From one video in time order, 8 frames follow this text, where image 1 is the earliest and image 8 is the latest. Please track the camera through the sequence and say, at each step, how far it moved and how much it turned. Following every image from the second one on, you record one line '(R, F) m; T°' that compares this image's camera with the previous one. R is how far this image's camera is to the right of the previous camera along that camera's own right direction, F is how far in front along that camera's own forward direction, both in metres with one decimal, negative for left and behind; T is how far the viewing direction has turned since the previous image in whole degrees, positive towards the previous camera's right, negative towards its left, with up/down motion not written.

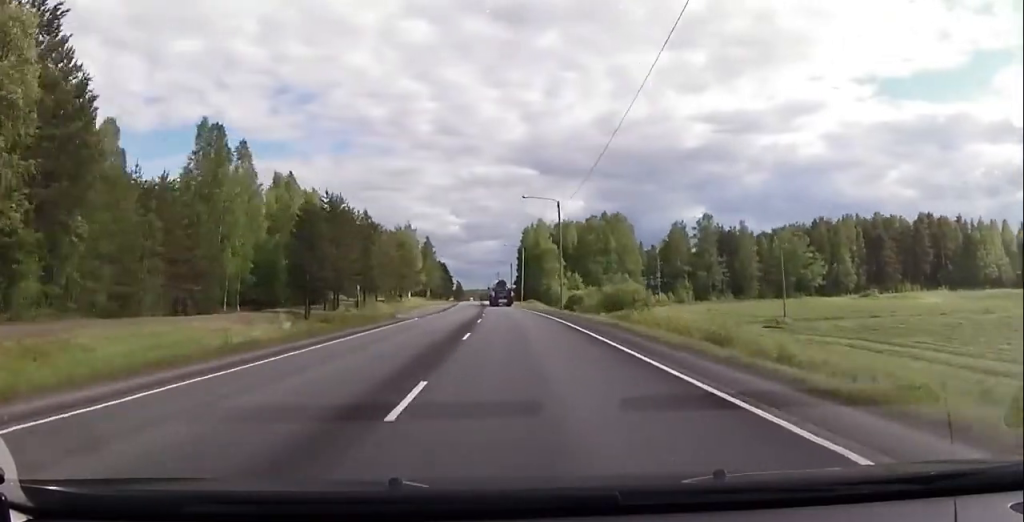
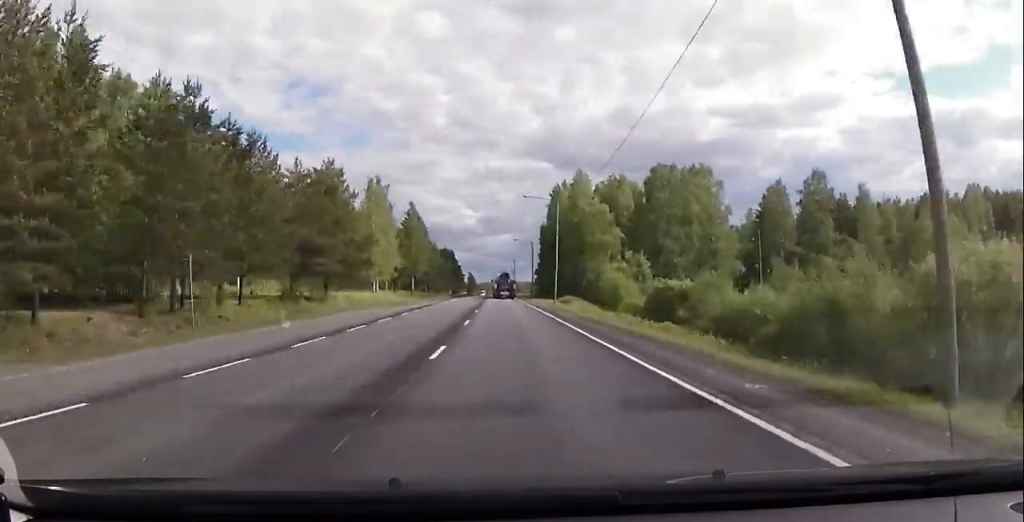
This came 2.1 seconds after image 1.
(-0.7, +53.8) m; -1°
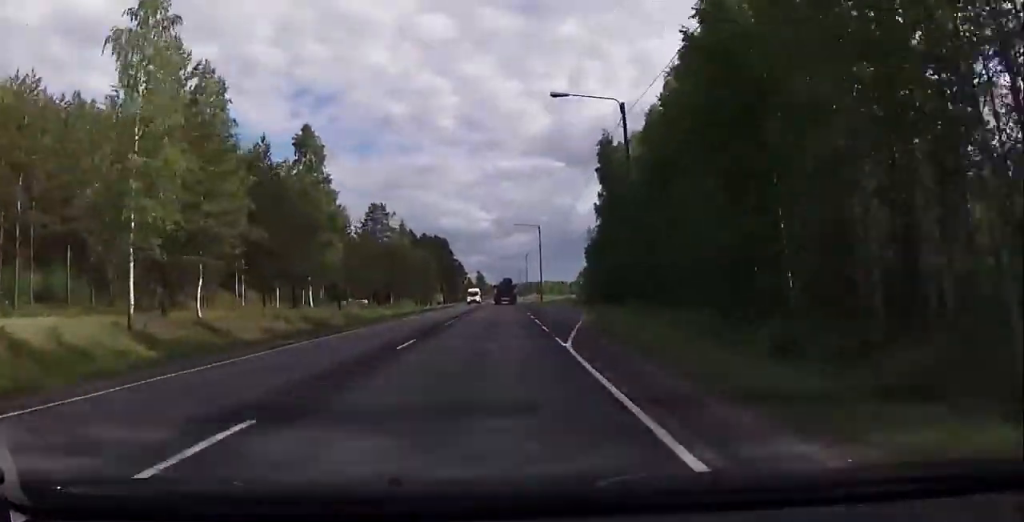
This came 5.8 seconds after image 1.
(-0.4, +91.9) m; 0°
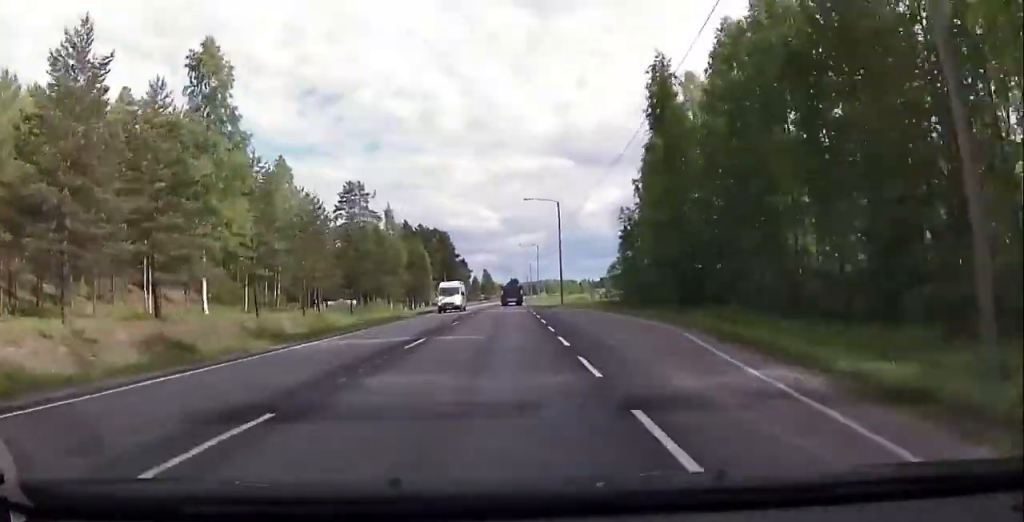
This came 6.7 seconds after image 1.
(+0.9, +23.3) m; -1°
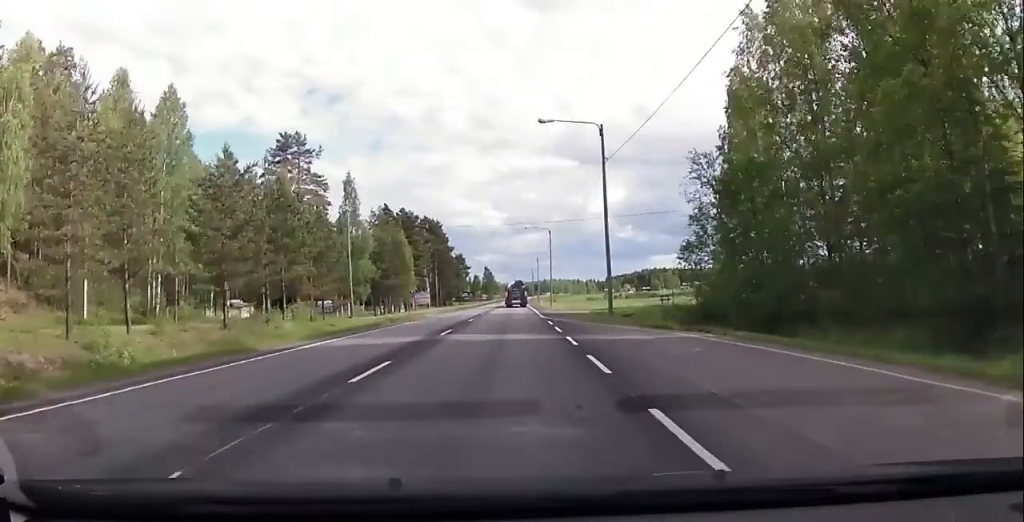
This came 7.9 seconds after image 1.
(-0.5, +29.9) m; -1°
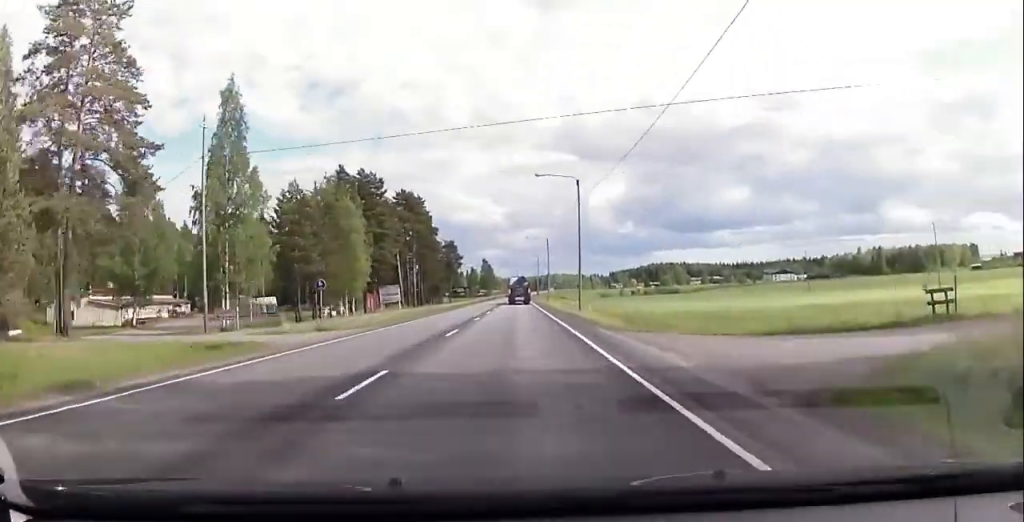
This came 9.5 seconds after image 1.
(-2.2, +38.3) m; -1°
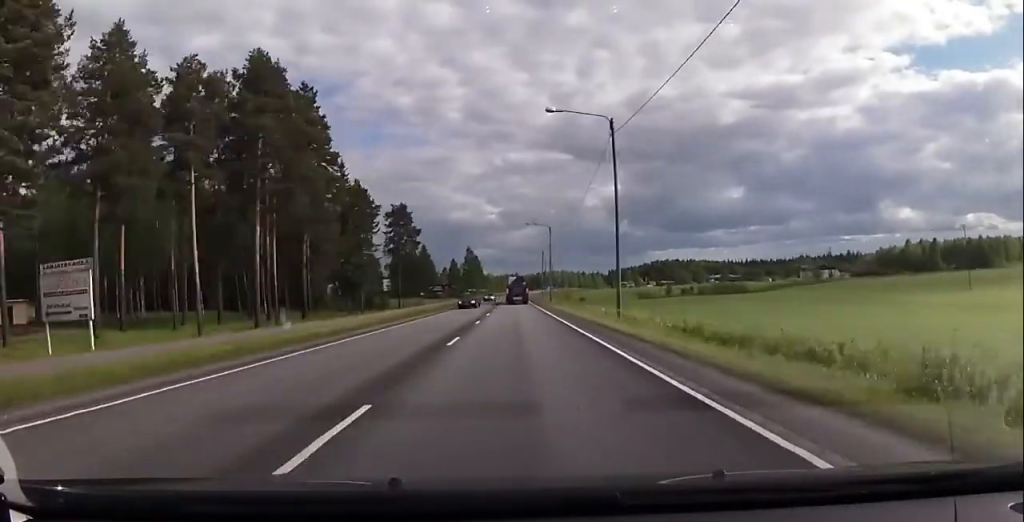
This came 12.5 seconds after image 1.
(+2.8, +75.0) m; +2°
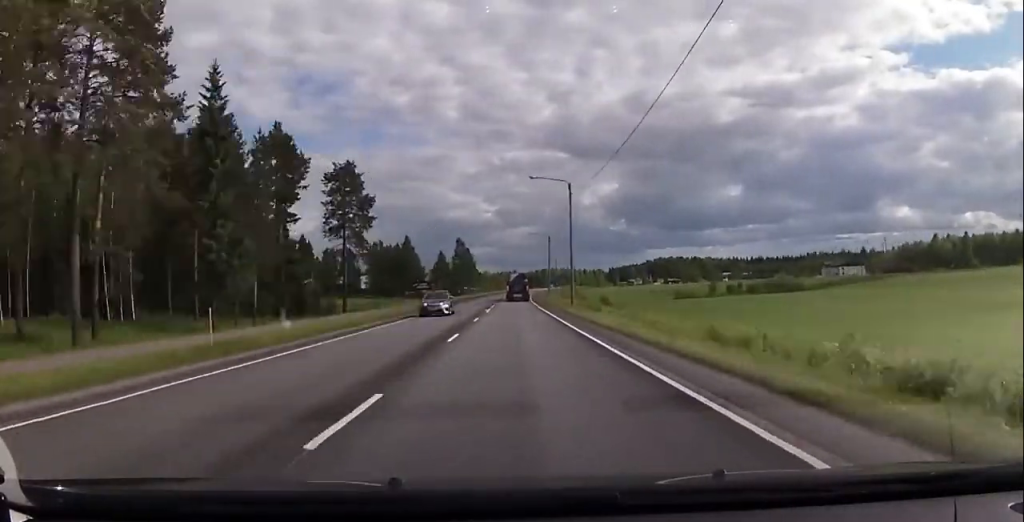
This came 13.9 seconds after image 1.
(0.0, +35.1) m; 0°
